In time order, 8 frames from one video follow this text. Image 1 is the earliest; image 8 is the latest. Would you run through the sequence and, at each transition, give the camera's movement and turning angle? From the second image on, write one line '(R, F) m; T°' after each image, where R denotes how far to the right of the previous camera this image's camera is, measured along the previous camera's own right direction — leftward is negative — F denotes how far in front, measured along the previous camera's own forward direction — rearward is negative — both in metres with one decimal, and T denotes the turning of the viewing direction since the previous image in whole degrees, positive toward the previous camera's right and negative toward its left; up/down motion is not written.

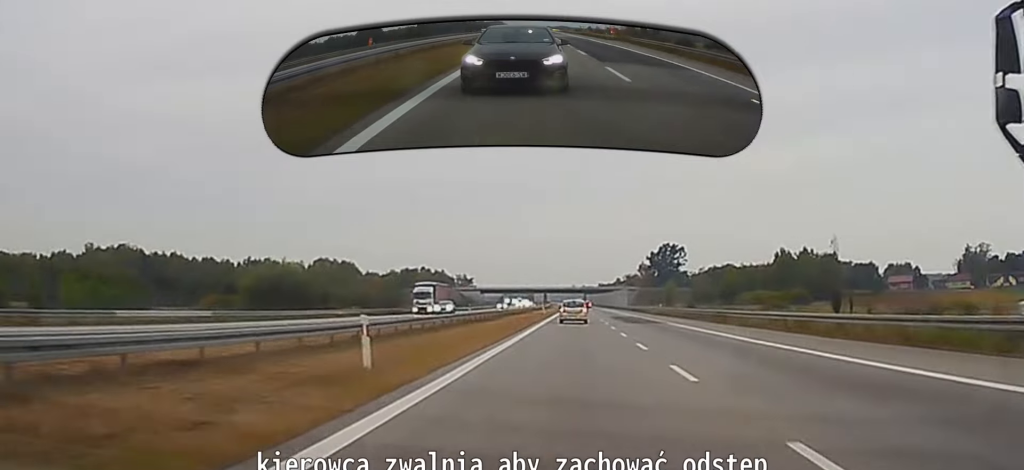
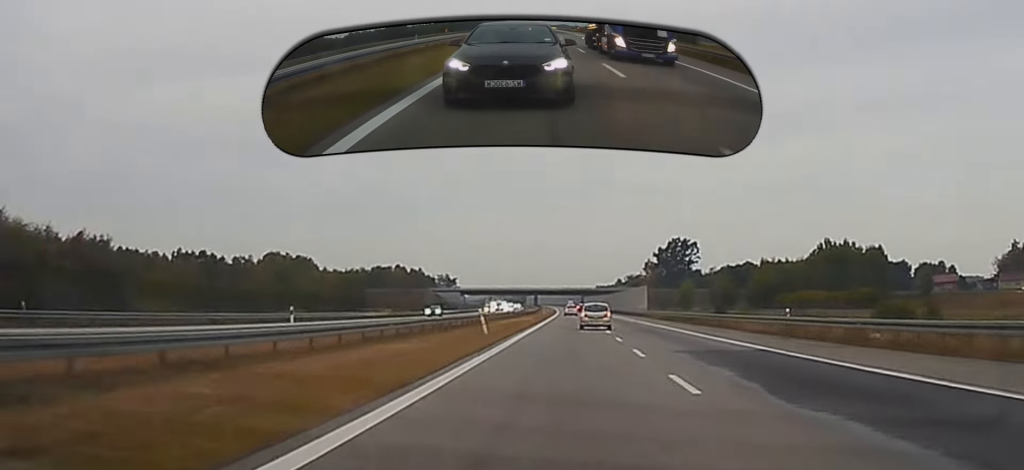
(+0.4, +73.8) m; 0°
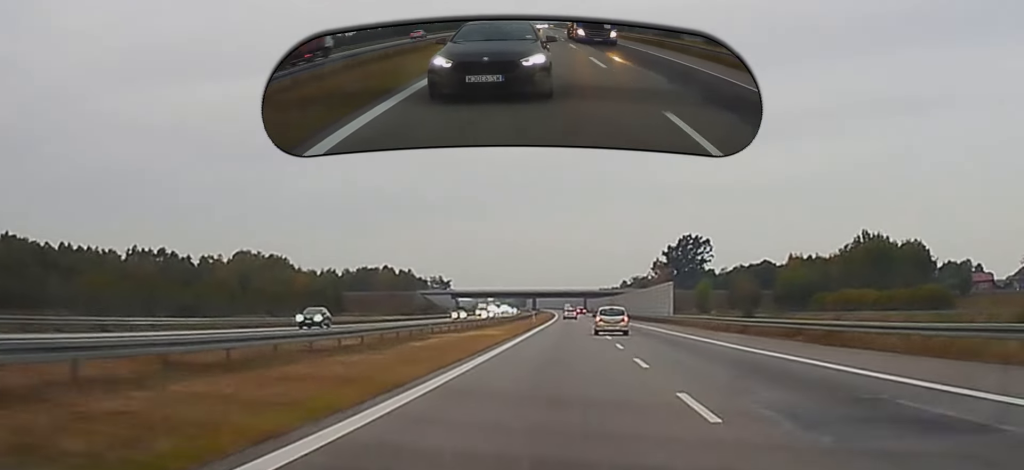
(-0.1, +38.6) m; 0°
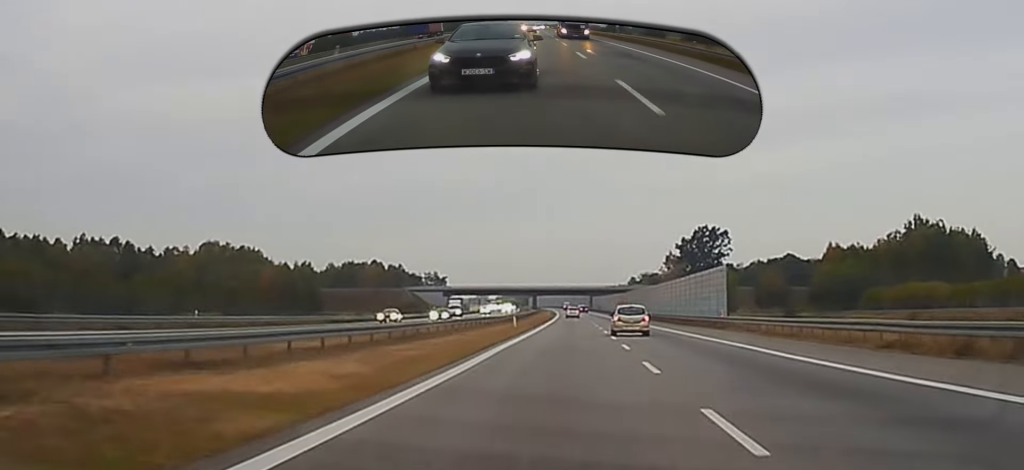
(0.0, +38.9) m; 0°
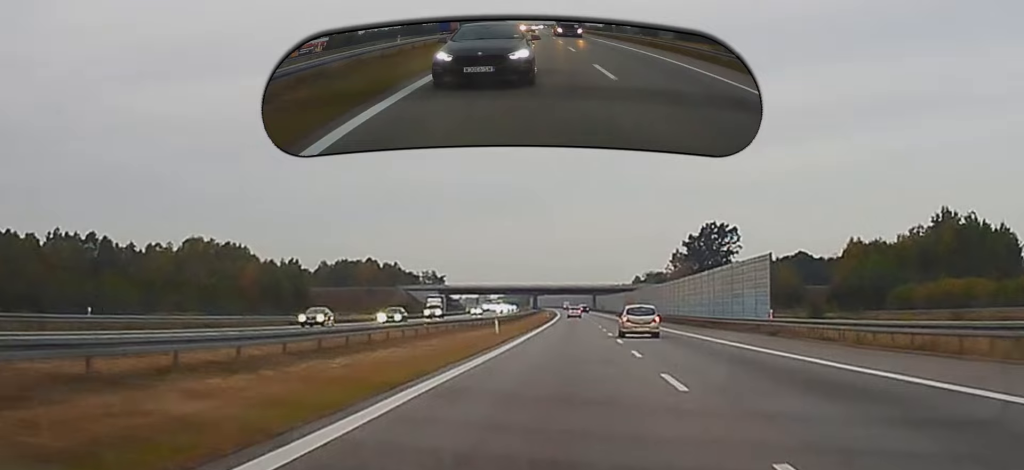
(+0.2, +16.4) m; 0°
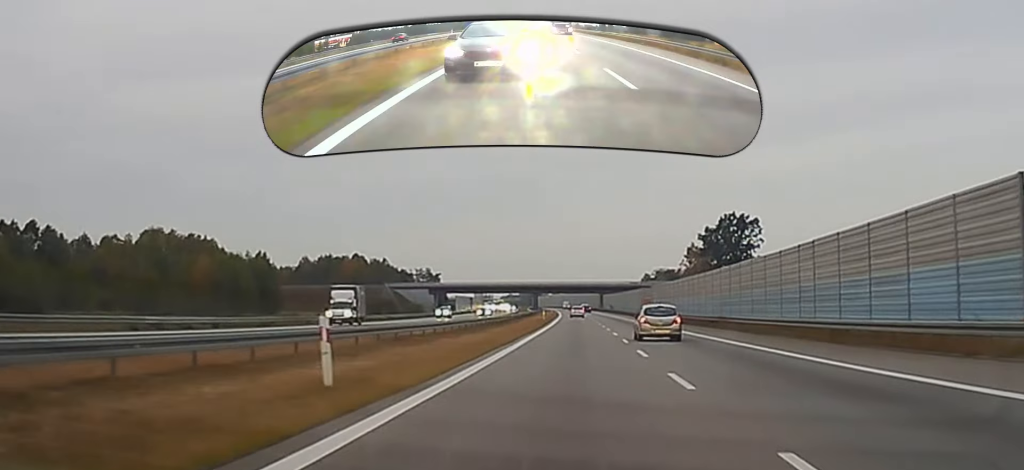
(-0.5, +34.4) m; -1°
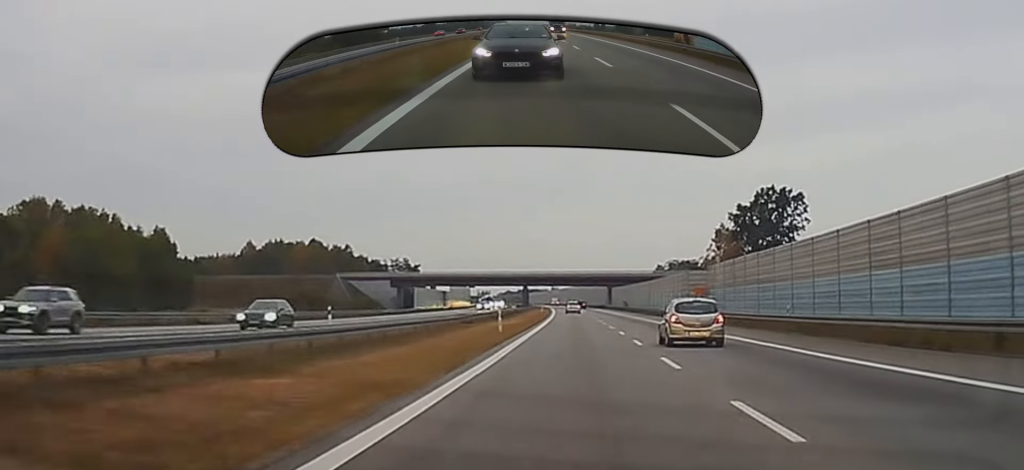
(+0.6, +65.8) m; +1°
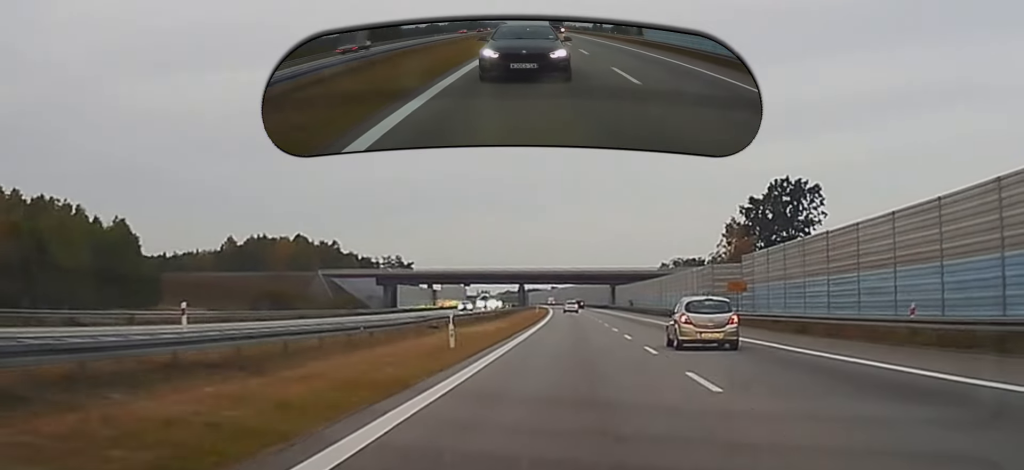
(+0.2, +19.5) m; 0°
